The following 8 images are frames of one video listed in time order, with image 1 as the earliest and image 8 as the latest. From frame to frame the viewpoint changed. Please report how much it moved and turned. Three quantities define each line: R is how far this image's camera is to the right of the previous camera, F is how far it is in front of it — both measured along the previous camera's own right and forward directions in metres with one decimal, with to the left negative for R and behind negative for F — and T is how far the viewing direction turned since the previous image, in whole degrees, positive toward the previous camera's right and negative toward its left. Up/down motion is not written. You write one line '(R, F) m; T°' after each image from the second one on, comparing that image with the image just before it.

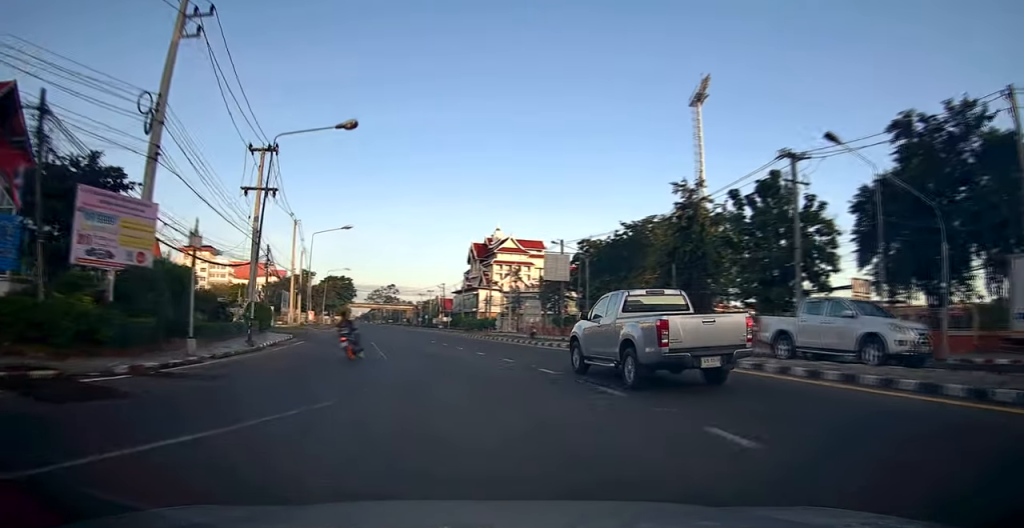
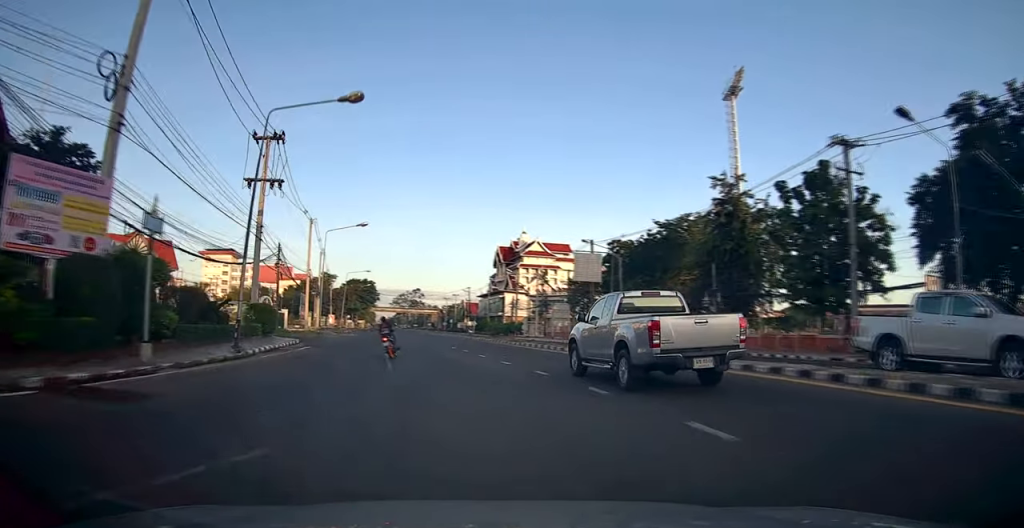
(0.0, +3.4) m; -2°
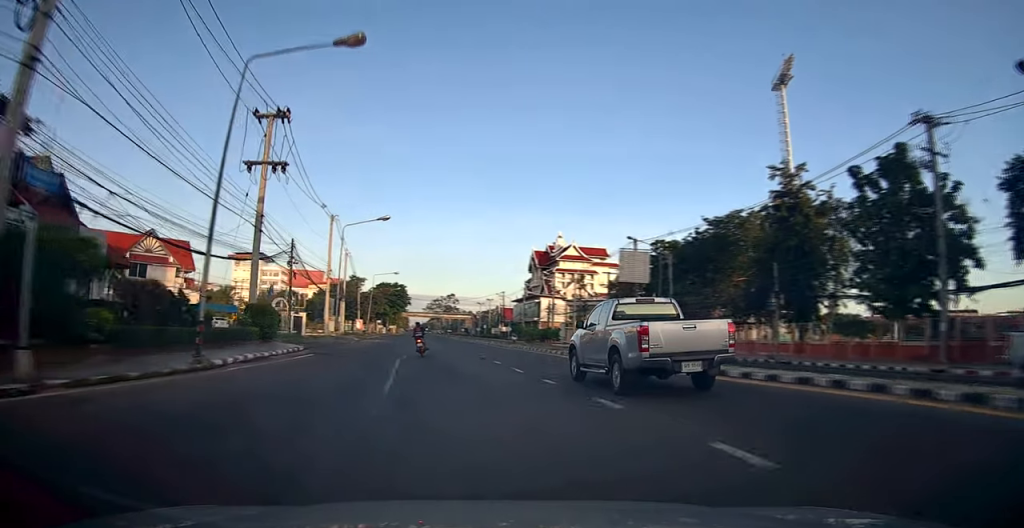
(+0.2, +5.0) m; -5°
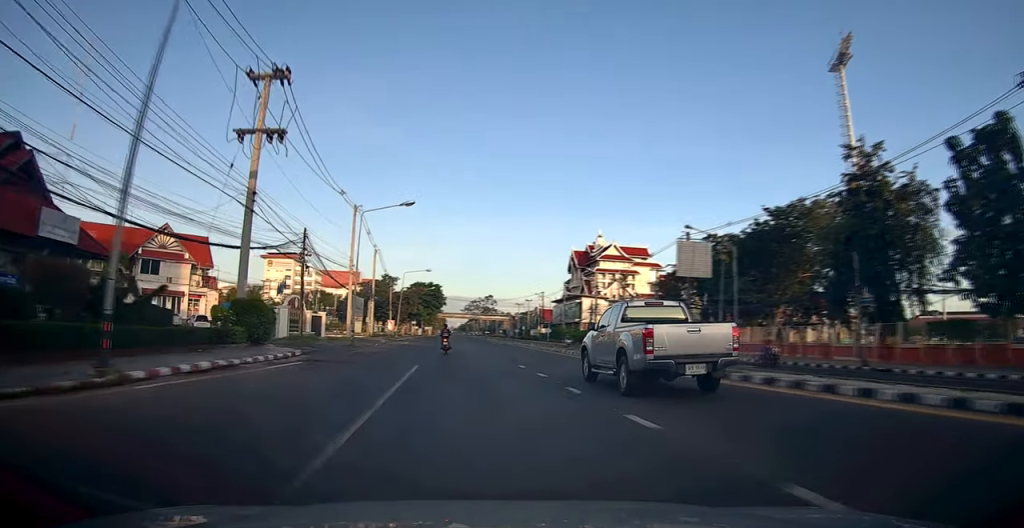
(-0.6, +5.7) m; -8°
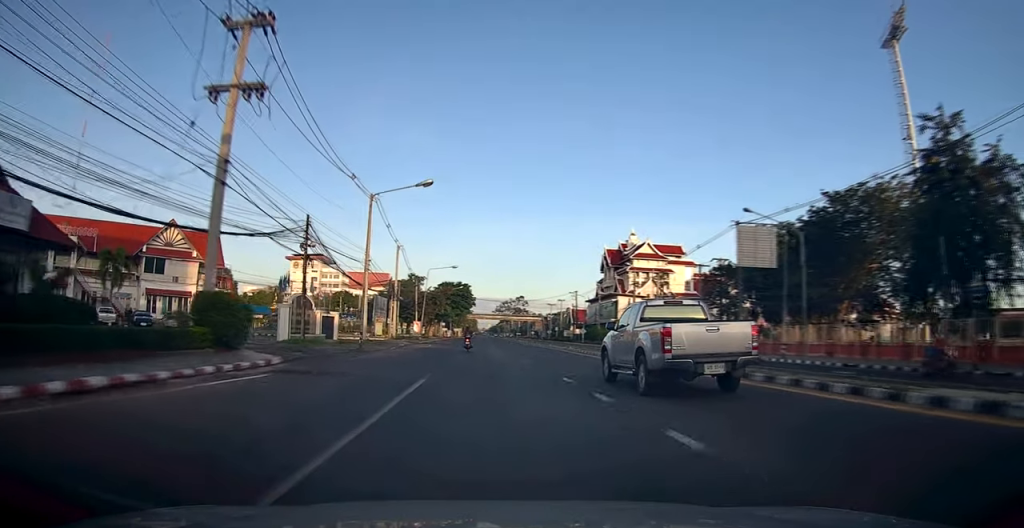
(-0.4, +5.4) m; -3°
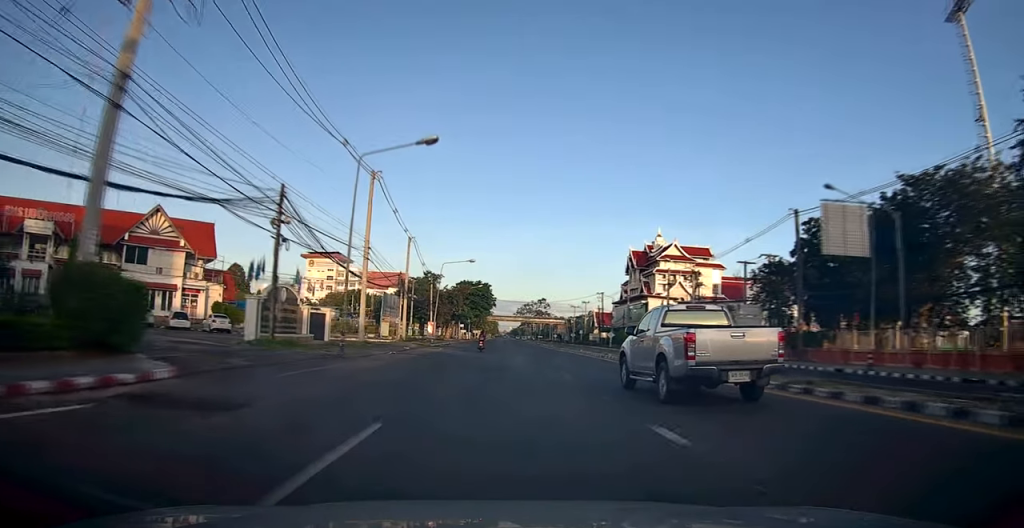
(-0.2, +7.3) m; 0°
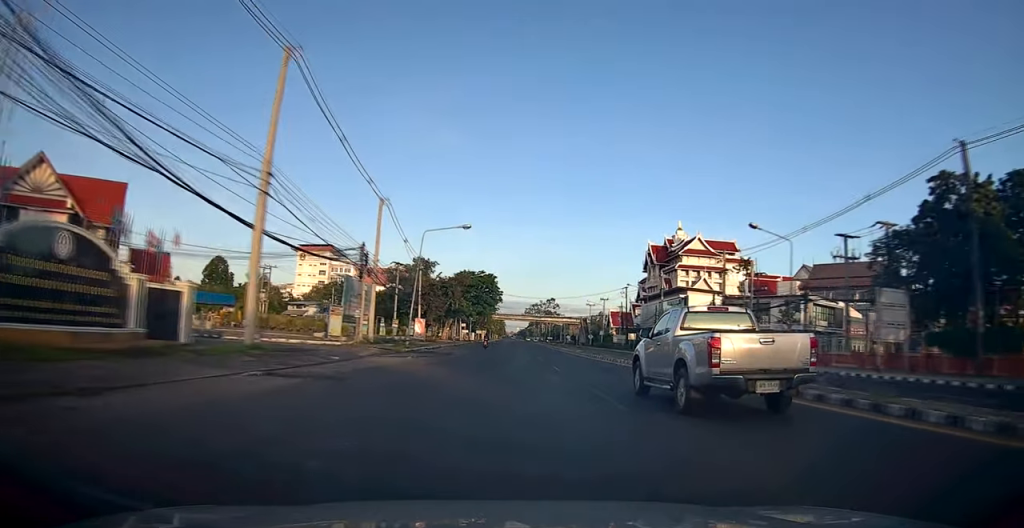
(-0.9, +18.6) m; -4°
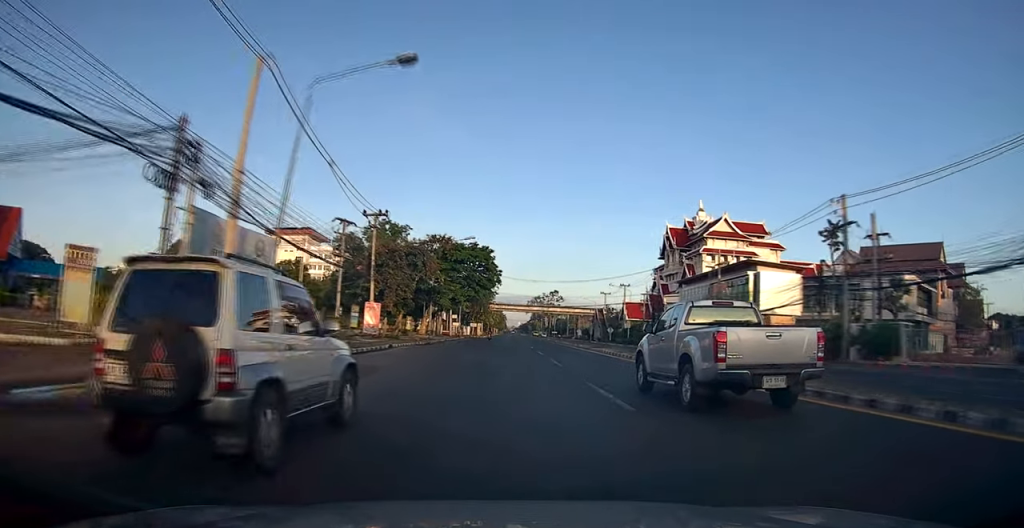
(+1.9, +24.6) m; +3°
